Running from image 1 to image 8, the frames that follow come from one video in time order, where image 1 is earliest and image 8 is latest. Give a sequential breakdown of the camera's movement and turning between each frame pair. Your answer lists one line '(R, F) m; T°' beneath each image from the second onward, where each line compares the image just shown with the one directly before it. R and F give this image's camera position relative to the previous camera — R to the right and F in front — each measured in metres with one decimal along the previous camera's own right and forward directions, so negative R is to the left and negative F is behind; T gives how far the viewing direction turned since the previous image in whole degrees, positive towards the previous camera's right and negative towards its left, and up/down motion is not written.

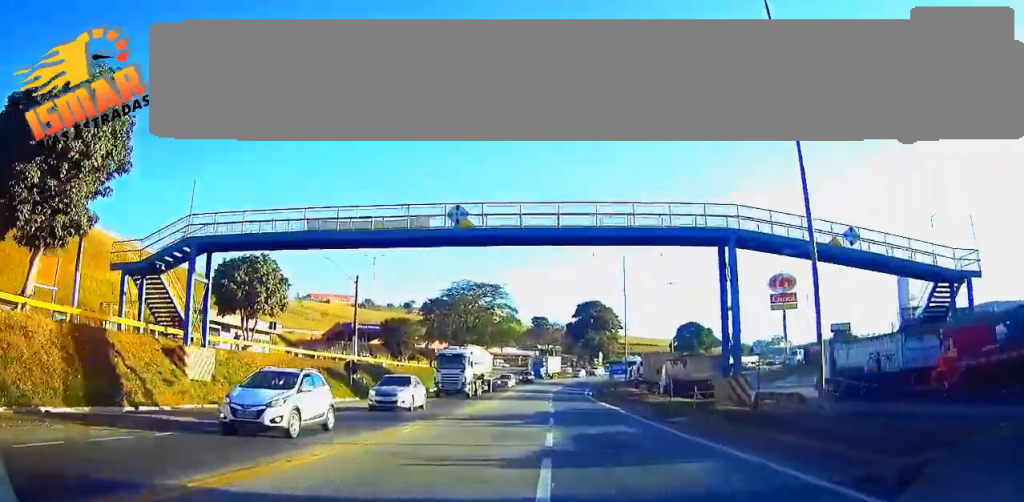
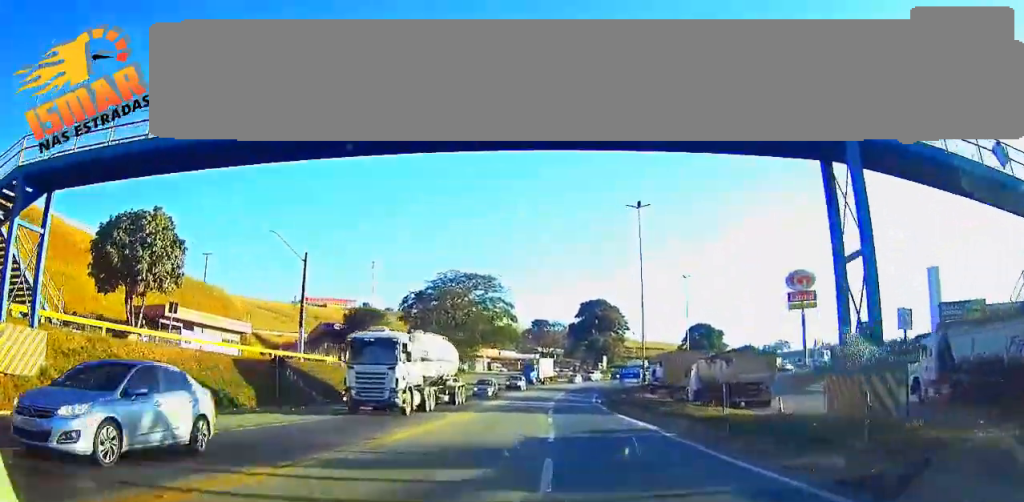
(+0.1, +12.4) m; +1°
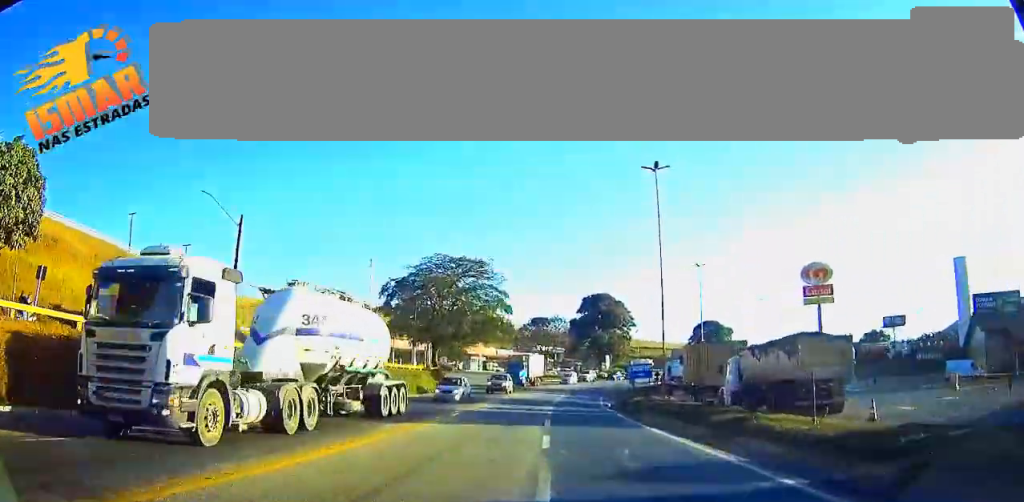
(+0.1, +10.1) m; 0°
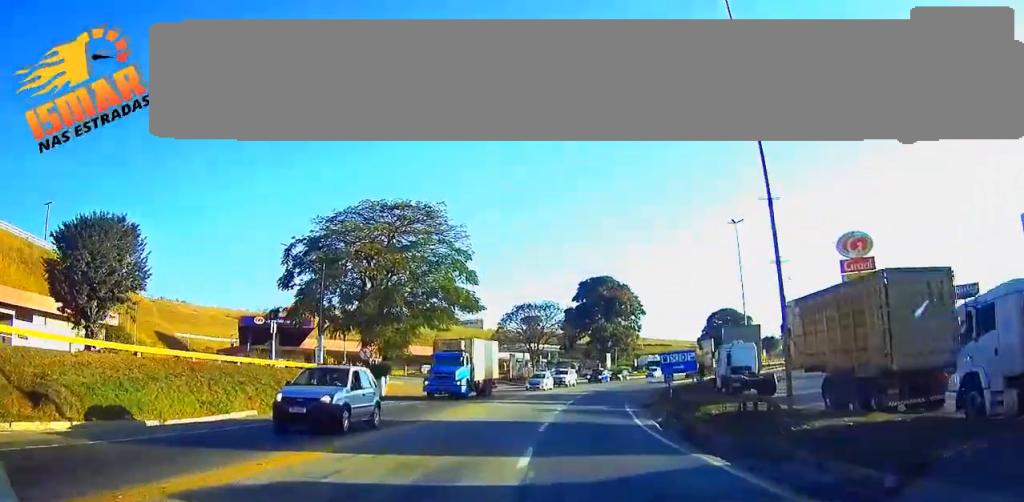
(-0.1, +24.8) m; 0°
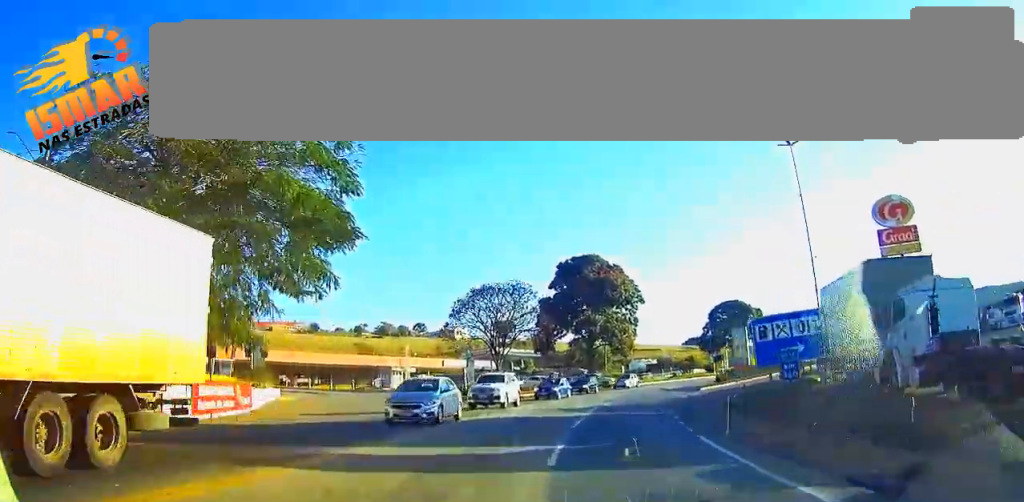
(+0.5, +25.3) m; +4°
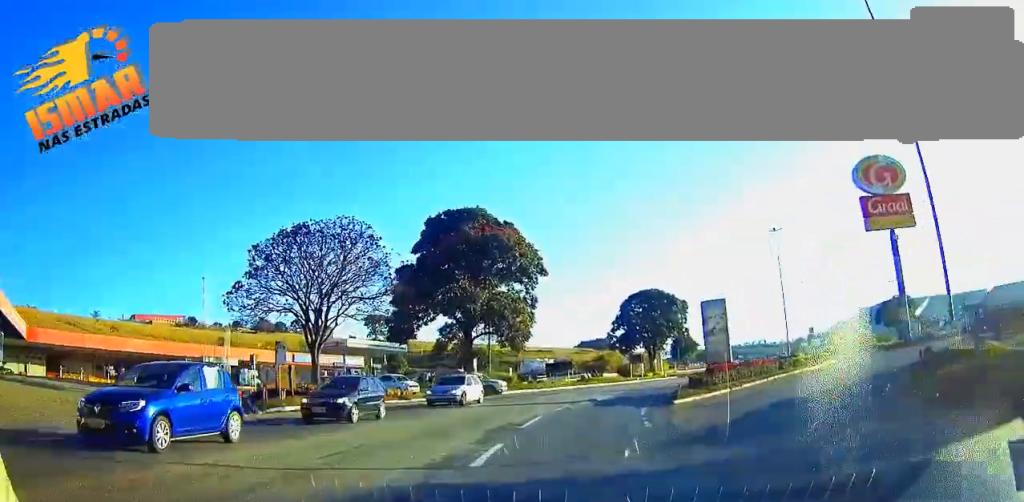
(+1.8, +25.8) m; +10°
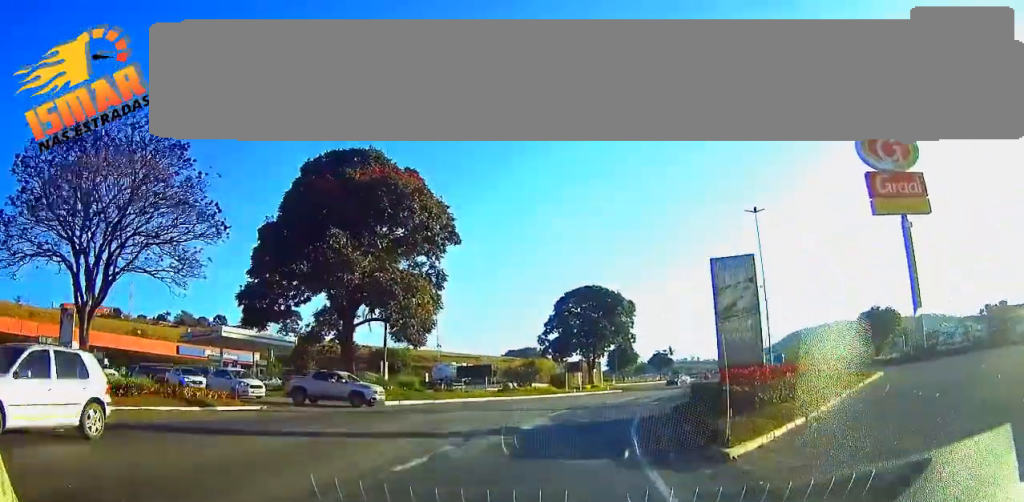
(+1.4, +17.0) m; +7°
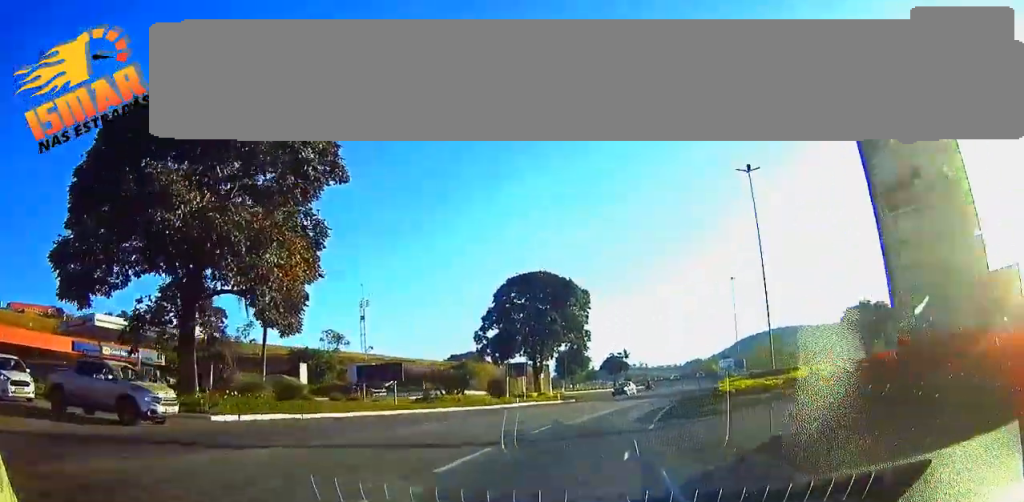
(+0.6, +14.7) m; +2°
